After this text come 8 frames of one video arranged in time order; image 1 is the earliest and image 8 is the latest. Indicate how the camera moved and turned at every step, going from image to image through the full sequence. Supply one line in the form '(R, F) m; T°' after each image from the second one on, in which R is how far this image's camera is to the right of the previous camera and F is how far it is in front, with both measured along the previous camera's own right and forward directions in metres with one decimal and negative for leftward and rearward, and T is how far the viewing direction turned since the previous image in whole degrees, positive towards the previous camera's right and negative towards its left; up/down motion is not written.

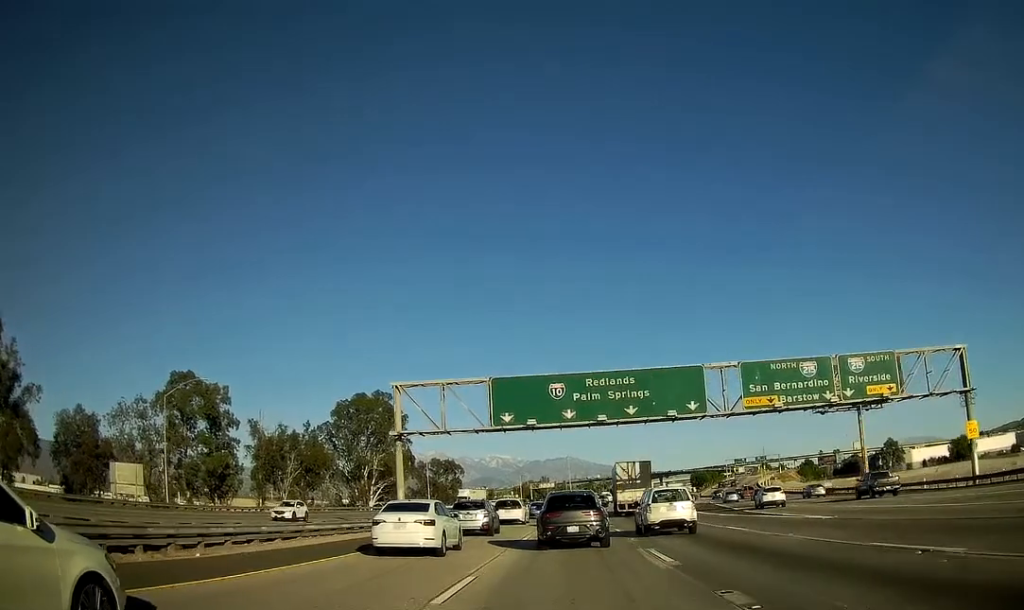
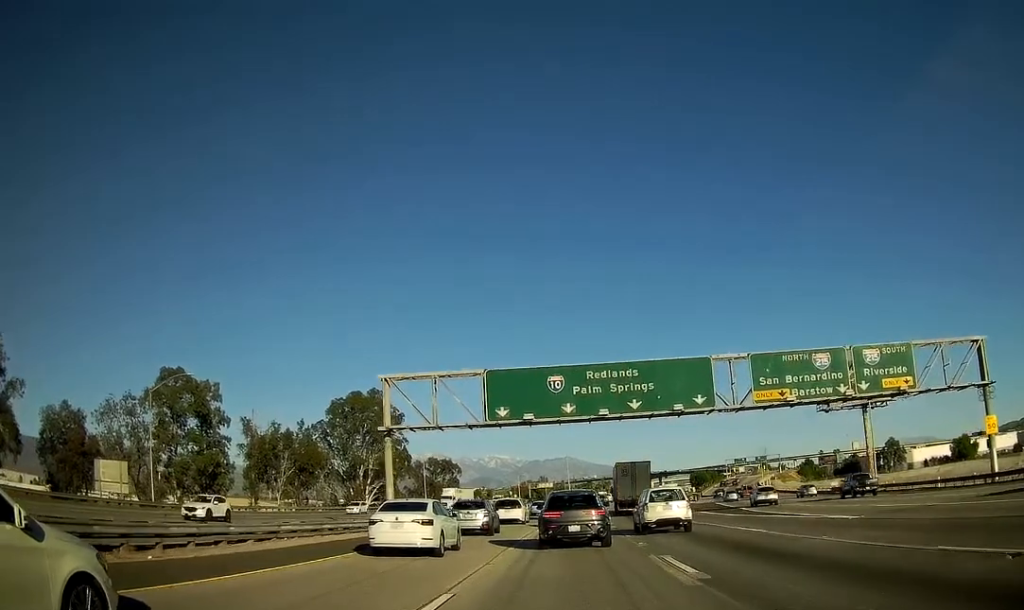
(0.0, +2.6) m; 0°
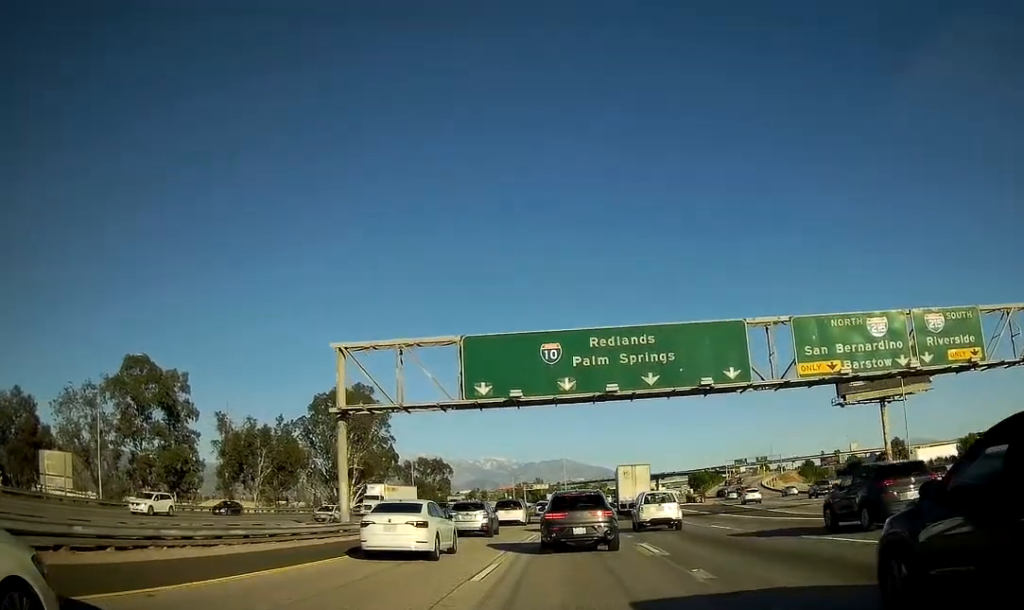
(0.0, +9.2) m; 0°
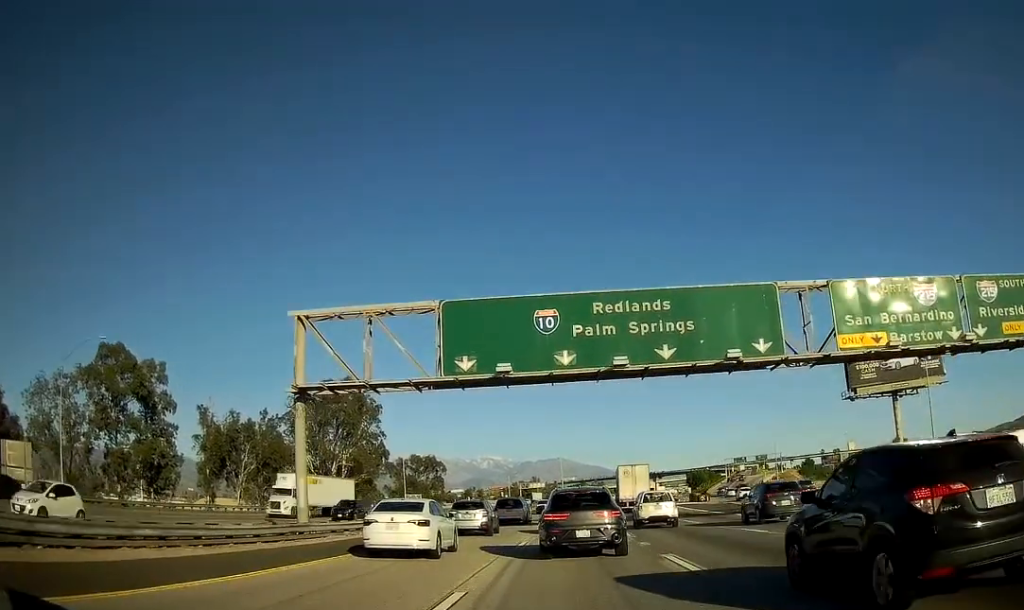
(0.0, +5.7) m; 0°
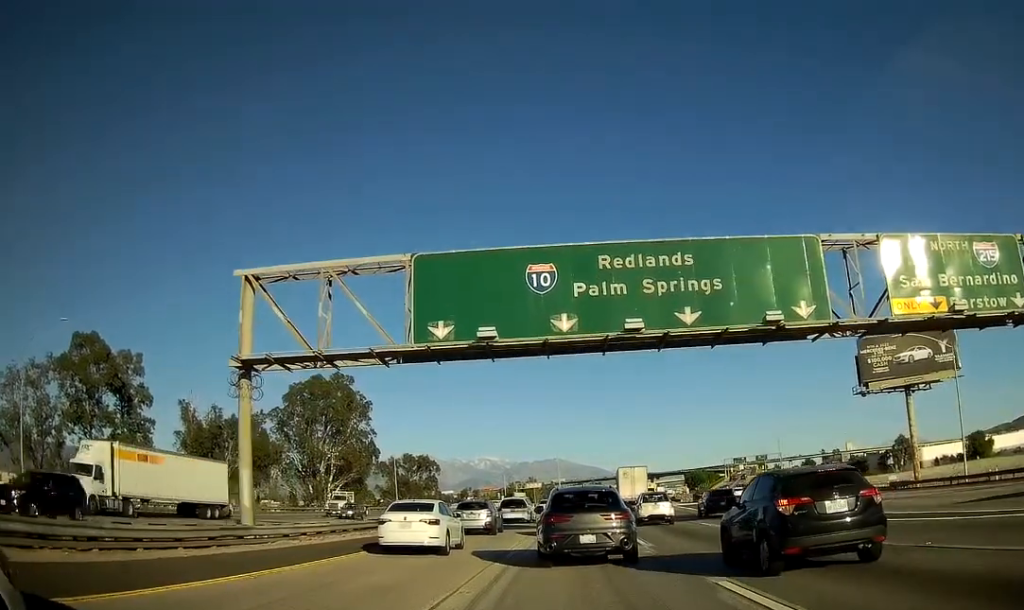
(0.0, +6.1) m; 0°
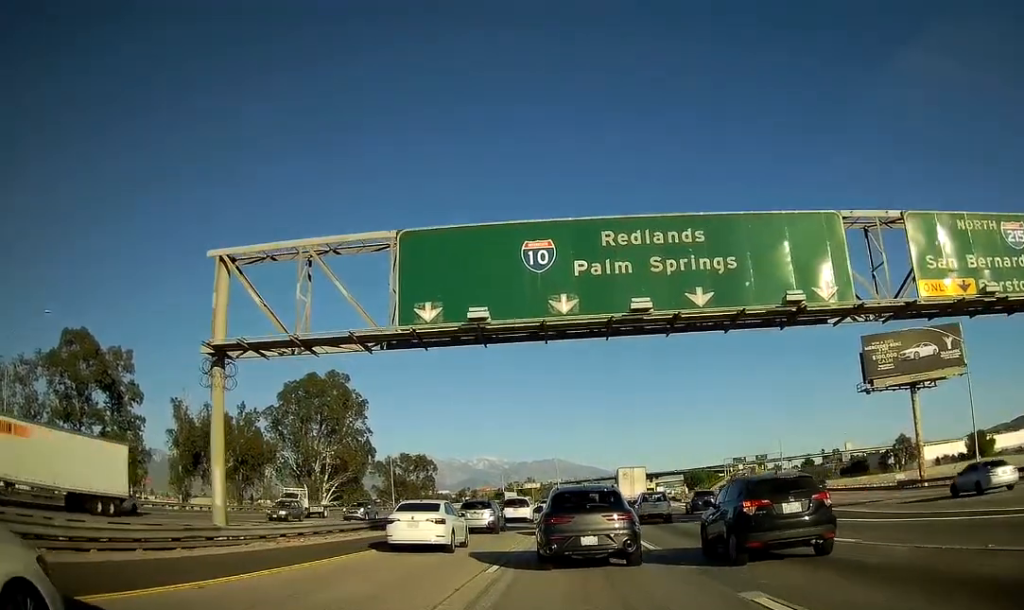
(0.0, +2.6) m; 0°
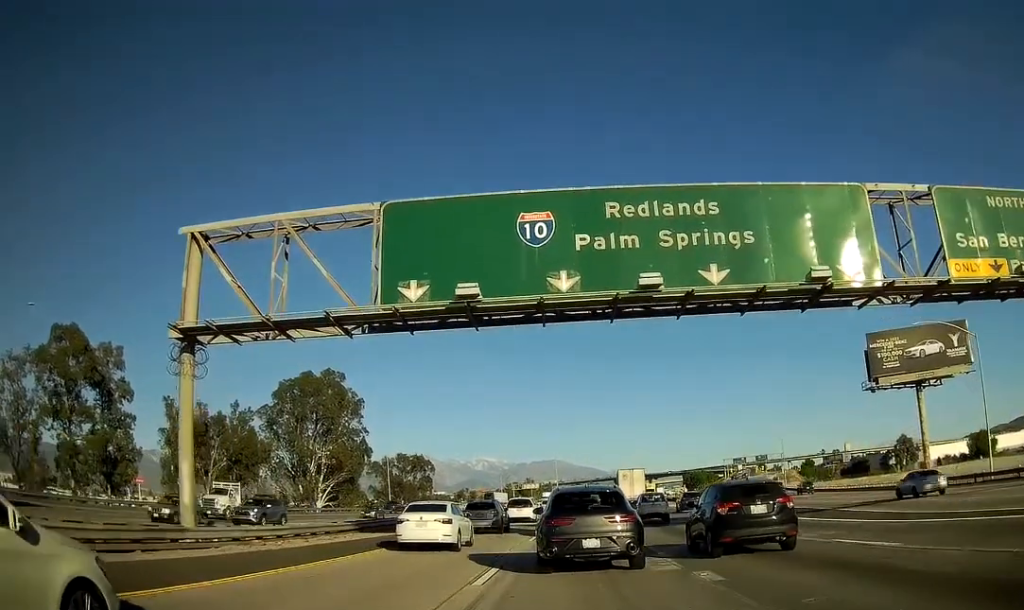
(0.0, +2.4) m; 0°
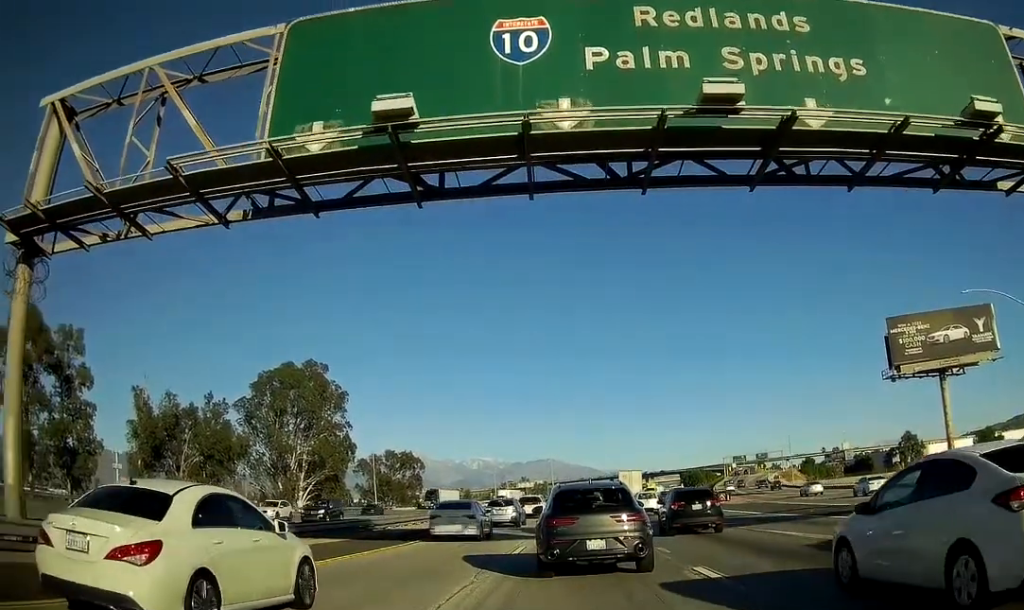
(0.0, +8.3) m; 0°
